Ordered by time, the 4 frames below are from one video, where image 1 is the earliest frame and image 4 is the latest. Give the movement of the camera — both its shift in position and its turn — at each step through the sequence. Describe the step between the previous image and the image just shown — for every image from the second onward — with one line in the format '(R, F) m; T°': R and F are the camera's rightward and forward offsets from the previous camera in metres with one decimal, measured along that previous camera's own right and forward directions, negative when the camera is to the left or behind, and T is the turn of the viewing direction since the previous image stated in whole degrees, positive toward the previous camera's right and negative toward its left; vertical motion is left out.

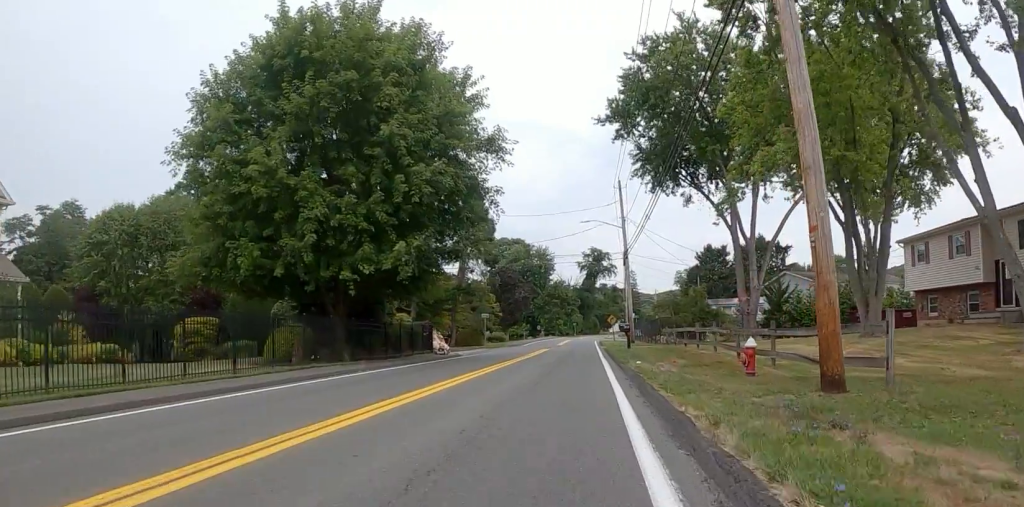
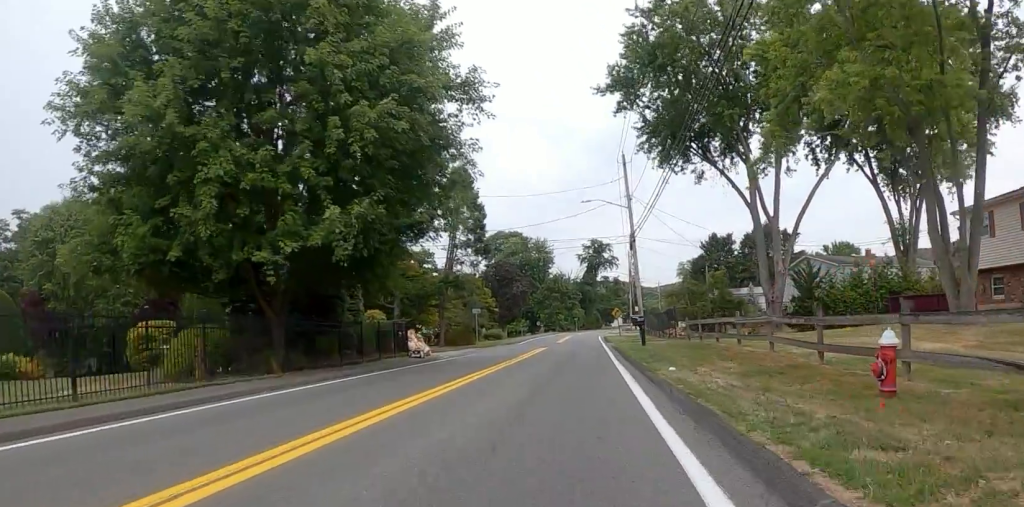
(+0.1, +5.2) m; +1°
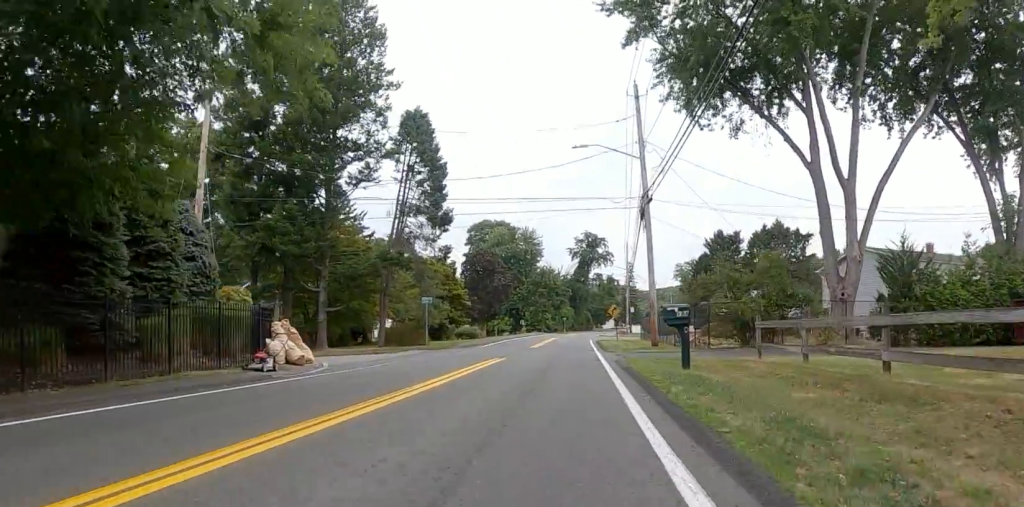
(-0.4, +11.6) m; -4°
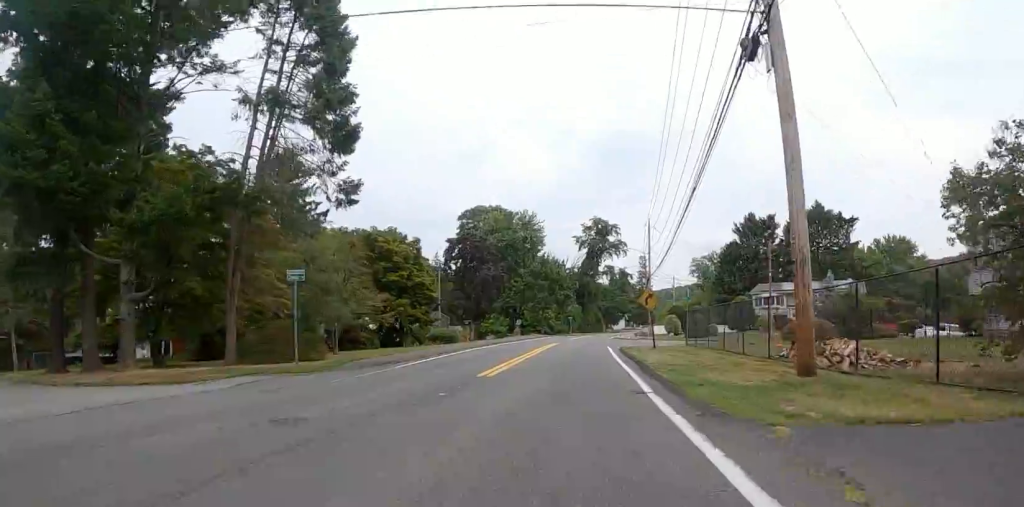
(-0.2, +16.5) m; -4°
